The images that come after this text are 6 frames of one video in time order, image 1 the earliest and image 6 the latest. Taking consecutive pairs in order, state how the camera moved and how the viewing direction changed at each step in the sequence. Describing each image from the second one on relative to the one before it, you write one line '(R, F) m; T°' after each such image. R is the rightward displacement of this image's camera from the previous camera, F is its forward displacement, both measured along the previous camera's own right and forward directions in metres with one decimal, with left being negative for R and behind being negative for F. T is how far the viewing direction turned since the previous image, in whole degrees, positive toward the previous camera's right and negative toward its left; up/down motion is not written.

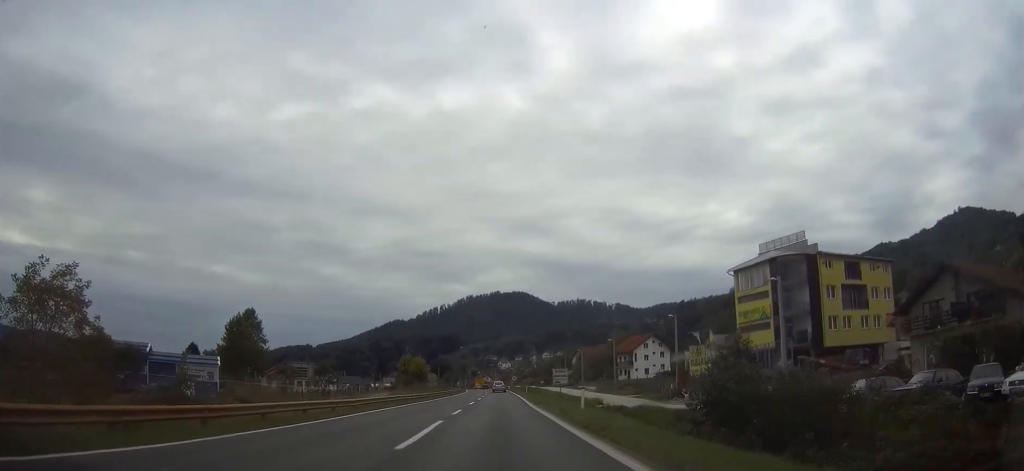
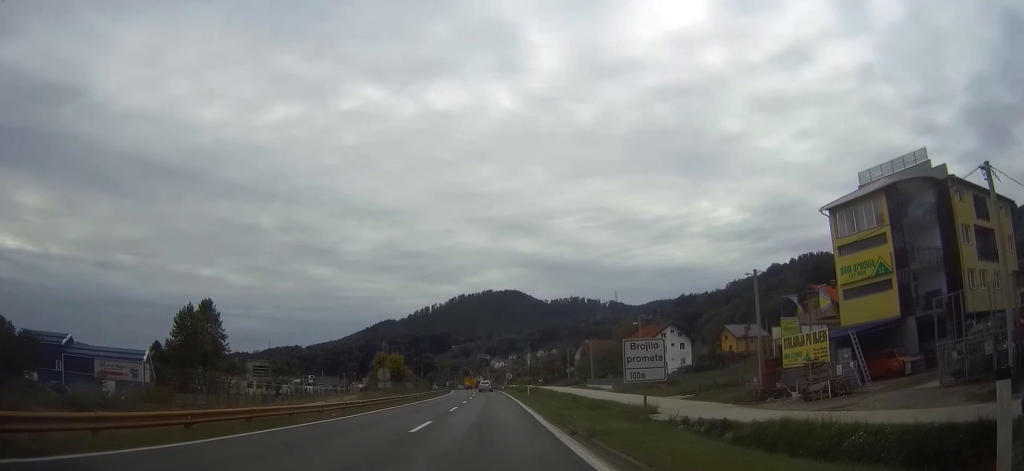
(+0.2, +25.8) m; +1°
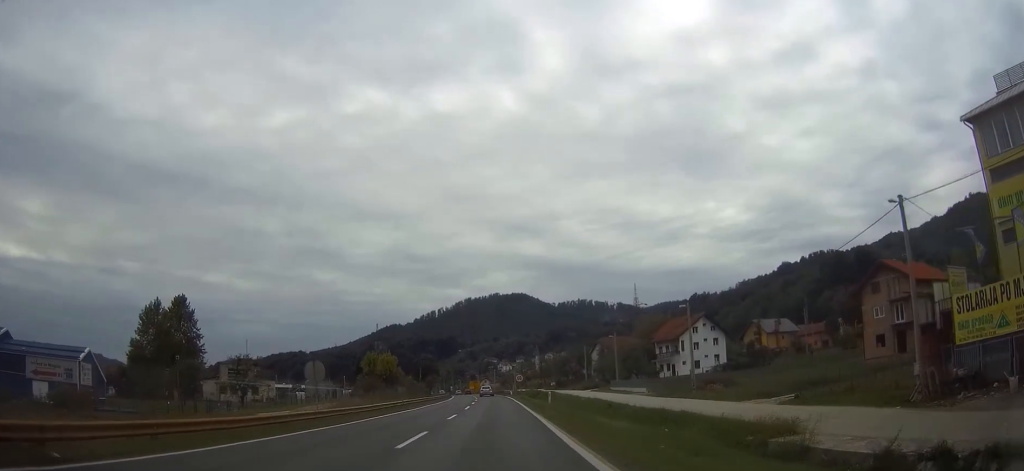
(0.0, +18.7) m; 0°
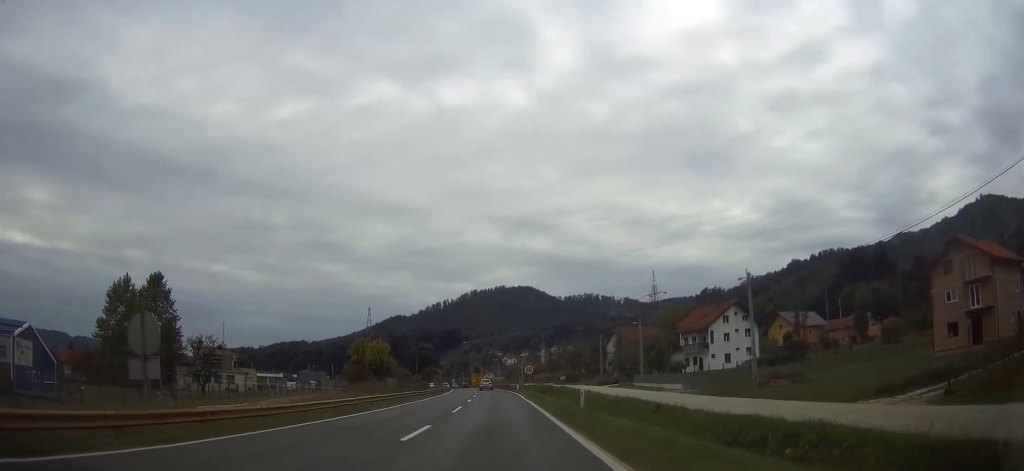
(-0.1, +14.4) m; 0°
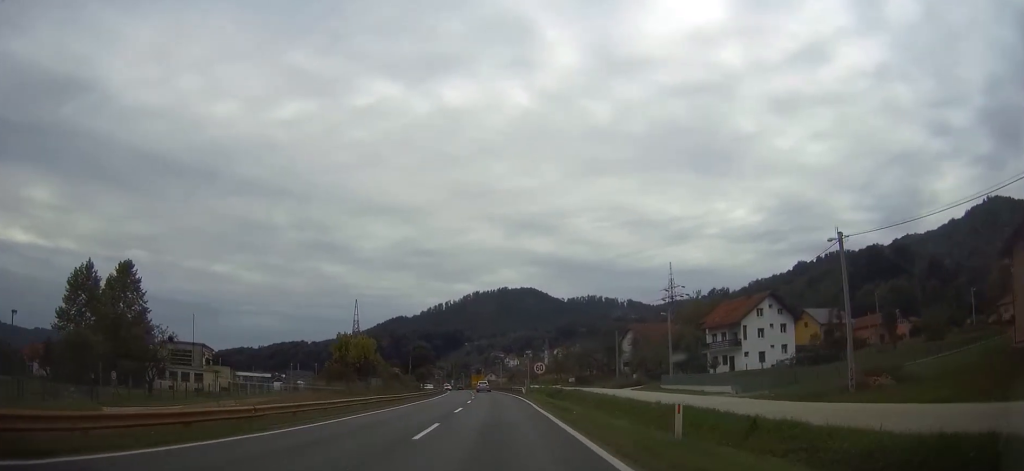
(0.0, +13.8) m; 0°
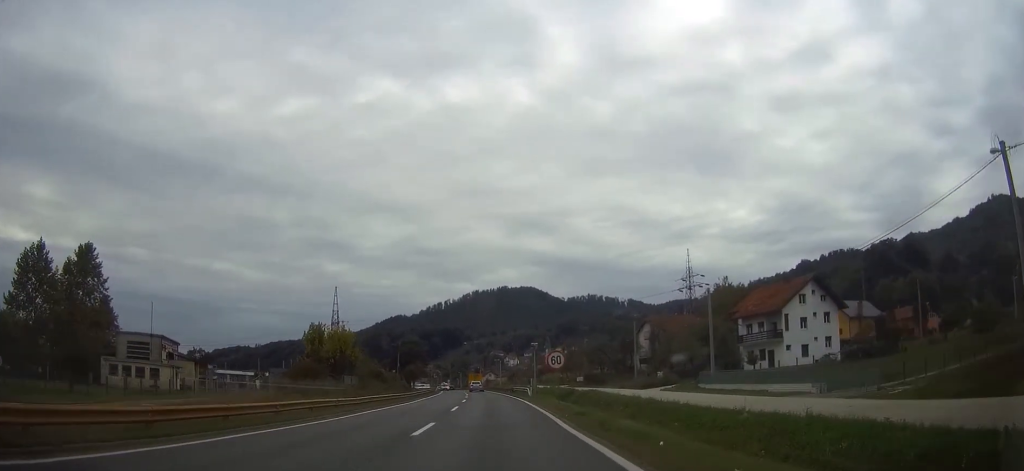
(0.0, +14.3) m; 0°
